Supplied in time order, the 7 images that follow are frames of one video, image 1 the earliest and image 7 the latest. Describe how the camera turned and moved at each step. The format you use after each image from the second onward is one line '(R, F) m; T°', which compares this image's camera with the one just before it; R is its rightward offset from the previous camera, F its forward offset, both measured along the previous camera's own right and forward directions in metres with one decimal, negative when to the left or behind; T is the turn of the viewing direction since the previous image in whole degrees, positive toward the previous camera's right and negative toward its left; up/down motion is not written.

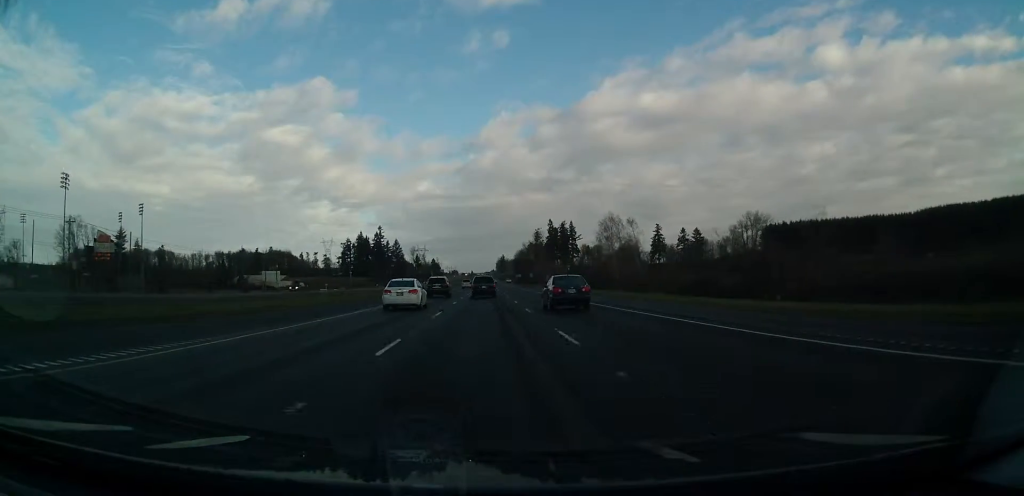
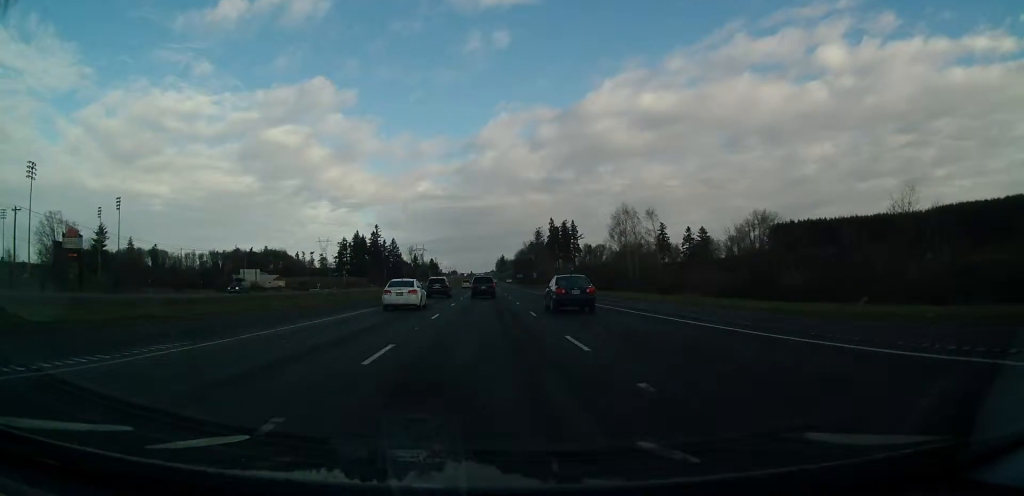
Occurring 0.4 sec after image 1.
(-0.1, +13.1) m; 0°
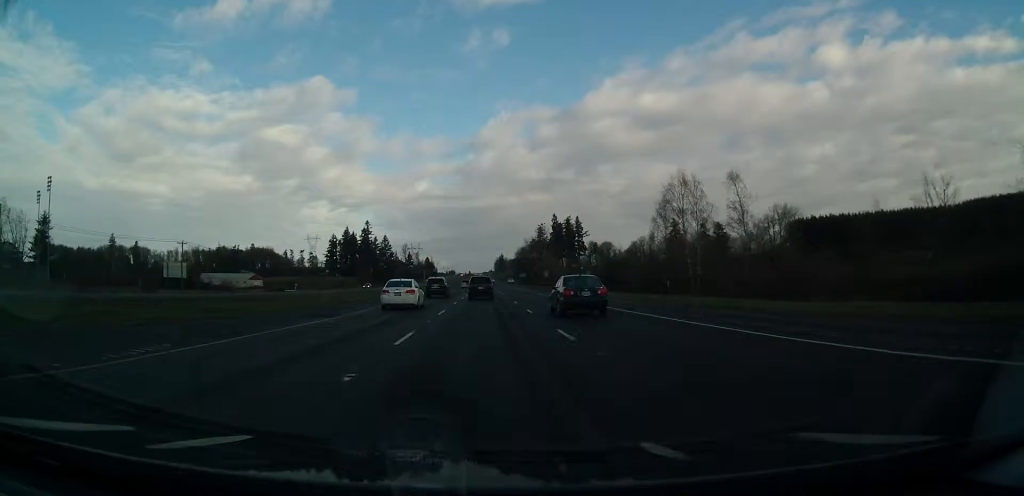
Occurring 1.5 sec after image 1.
(-0.2, +33.4) m; 0°
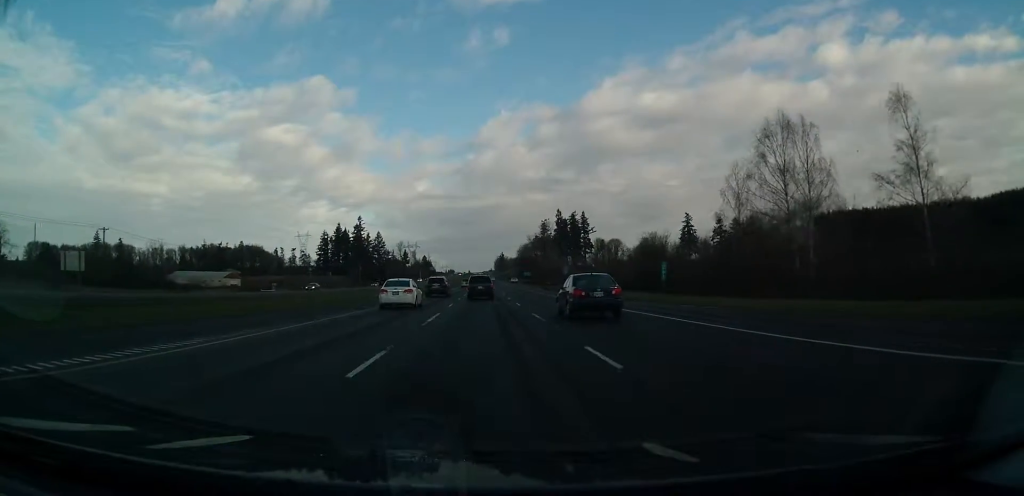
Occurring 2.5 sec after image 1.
(0.0, +28.5) m; 0°
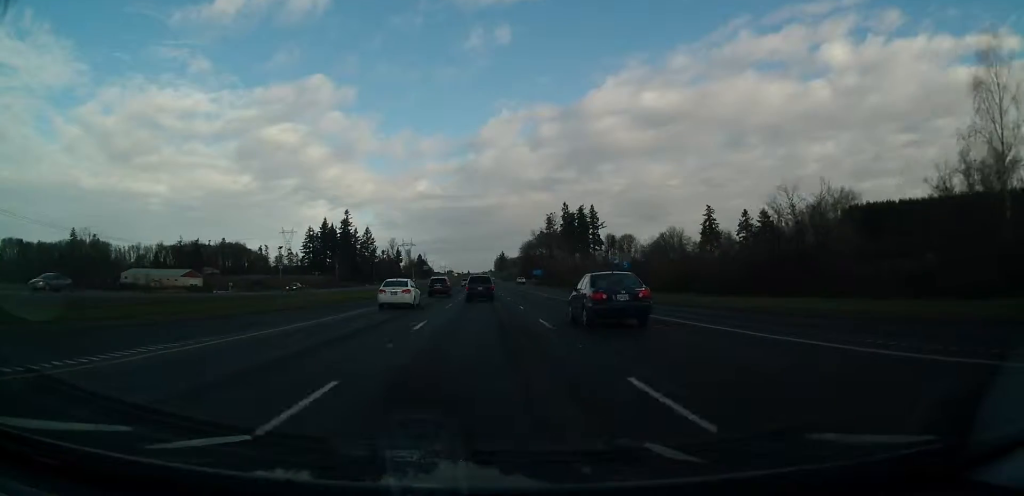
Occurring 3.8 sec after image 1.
(0.0, +39.9) m; 0°
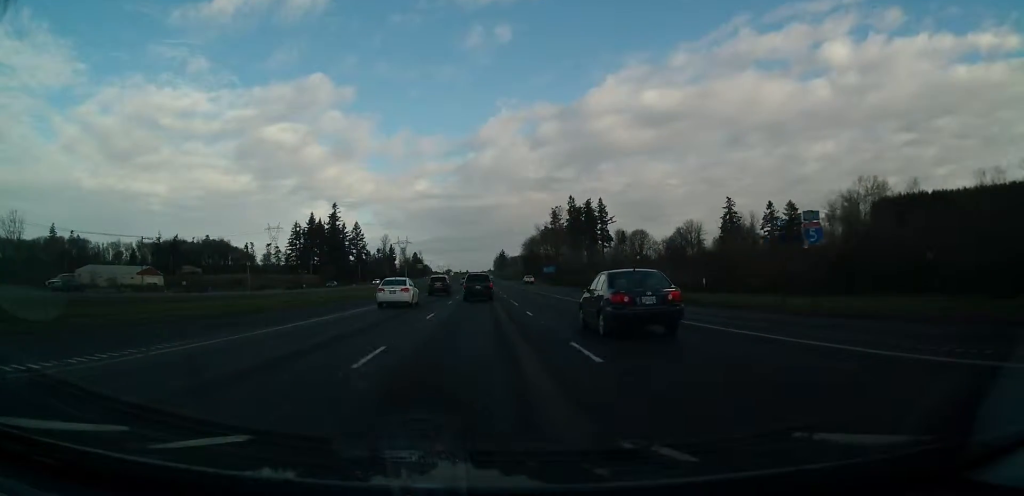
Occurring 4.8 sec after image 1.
(0.0, +31.9) m; 0°
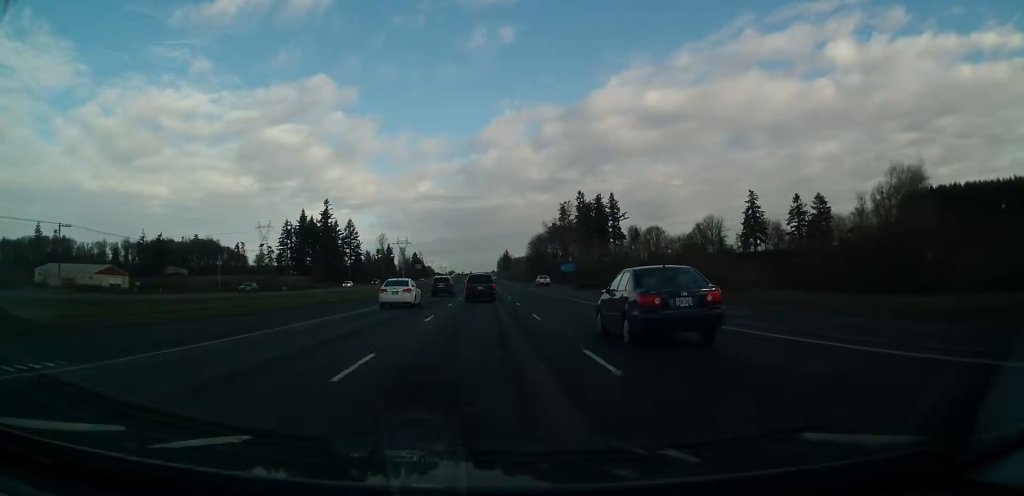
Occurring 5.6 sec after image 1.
(0.0, +25.8) m; 0°
